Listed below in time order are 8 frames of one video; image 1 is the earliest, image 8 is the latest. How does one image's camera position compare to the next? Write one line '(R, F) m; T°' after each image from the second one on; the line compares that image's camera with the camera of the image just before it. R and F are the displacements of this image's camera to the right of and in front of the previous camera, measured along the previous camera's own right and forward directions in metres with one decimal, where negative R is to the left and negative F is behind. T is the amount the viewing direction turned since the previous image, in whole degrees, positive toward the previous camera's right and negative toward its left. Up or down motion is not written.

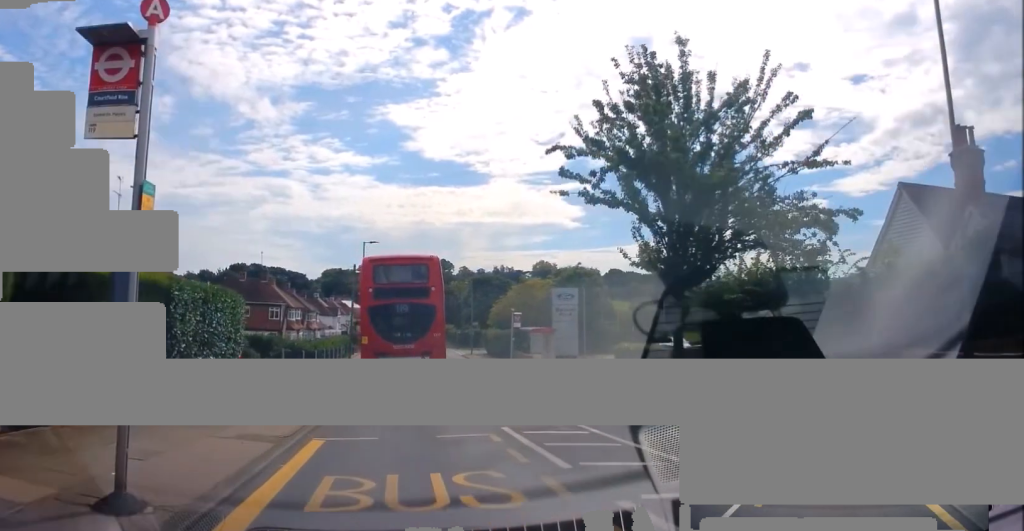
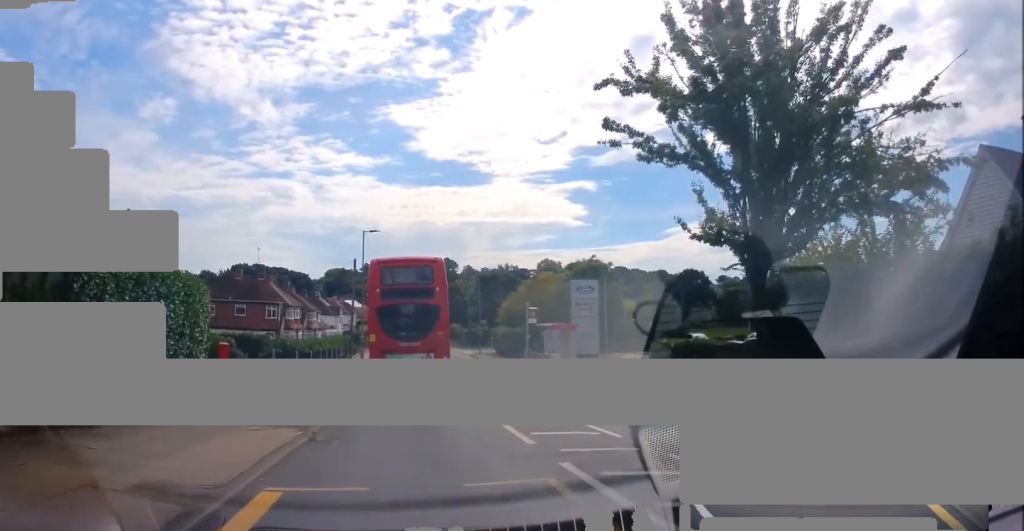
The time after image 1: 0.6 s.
(0.0, +3.8) m; 0°
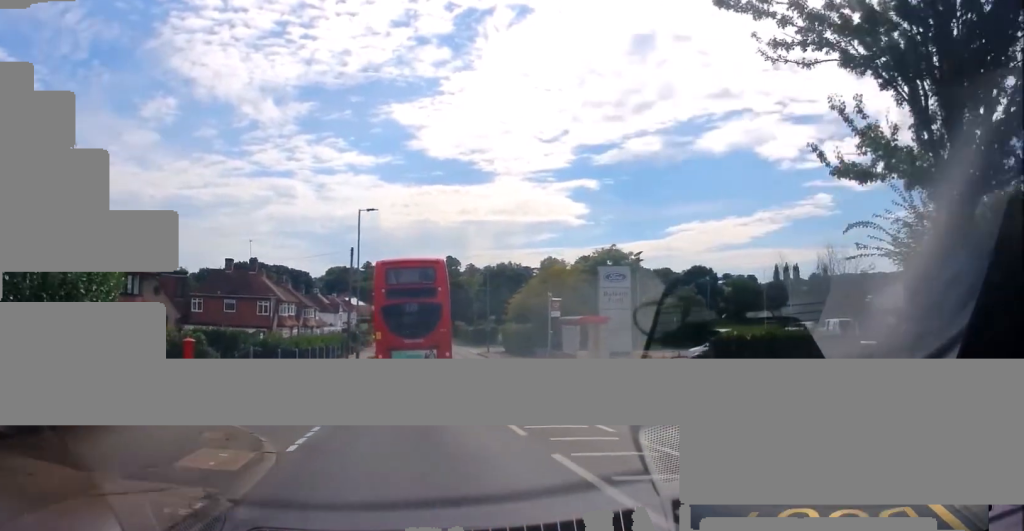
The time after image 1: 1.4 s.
(0.0, +5.1) m; 0°
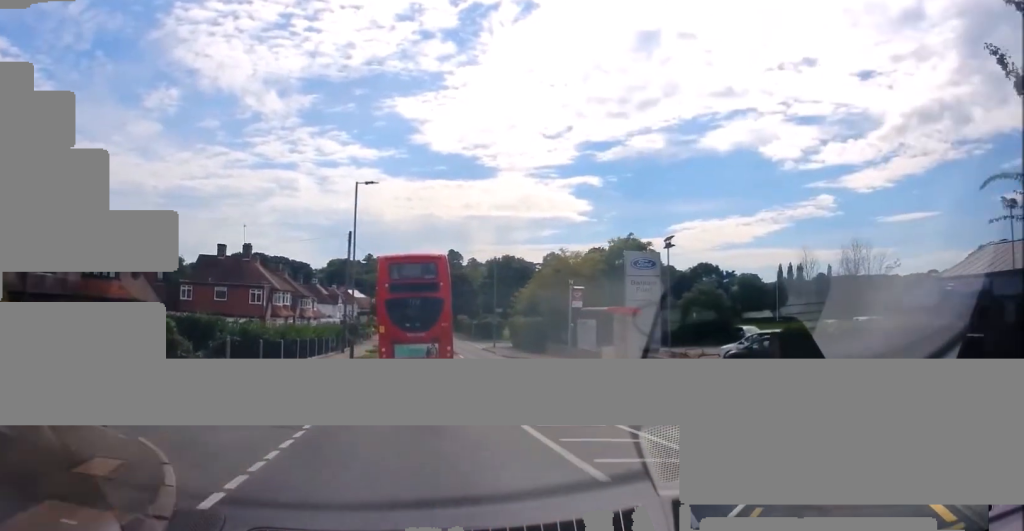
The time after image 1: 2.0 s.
(0.0, +3.8) m; 0°
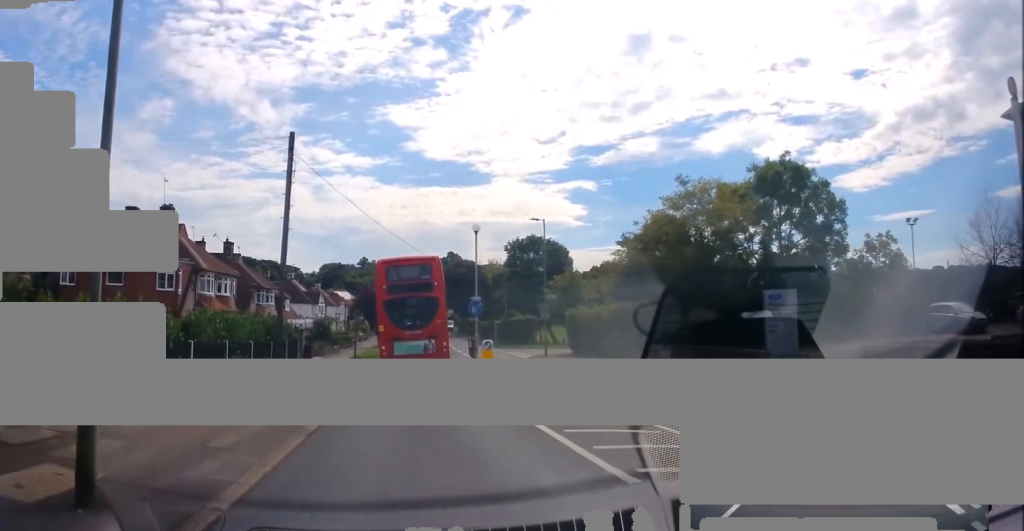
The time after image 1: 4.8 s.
(-0.3, +19.8) m; -2°
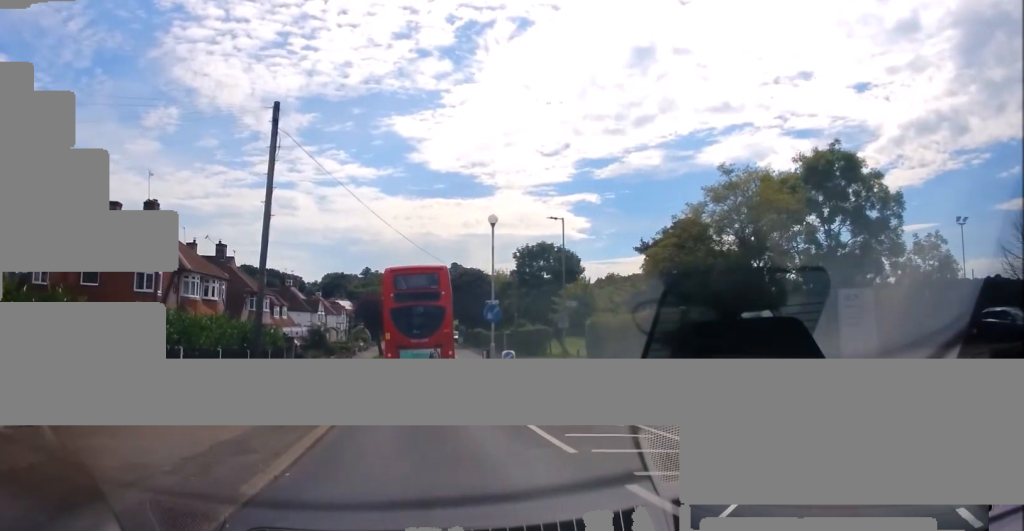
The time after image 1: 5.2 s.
(-0.2, +3.7) m; +1°
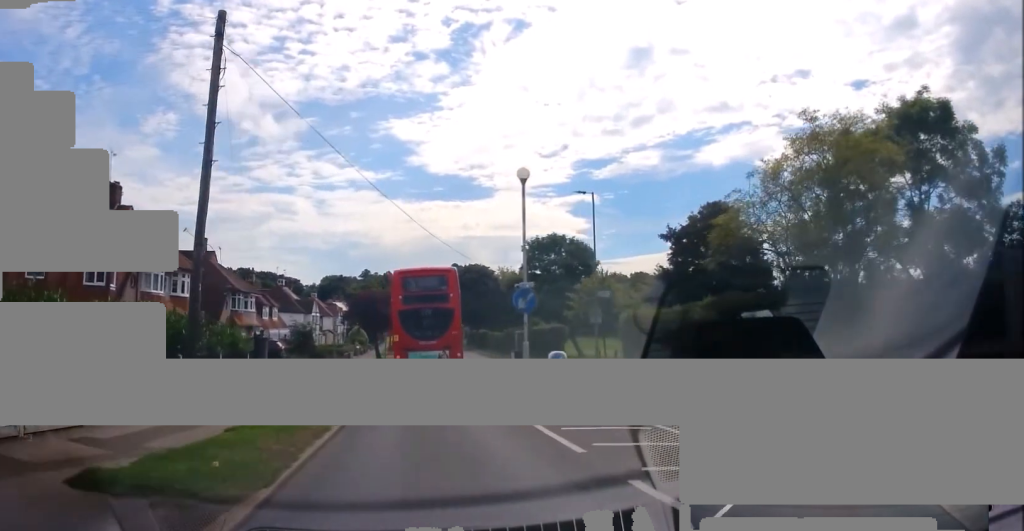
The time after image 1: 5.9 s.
(+0.3, +5.7) m; +1°
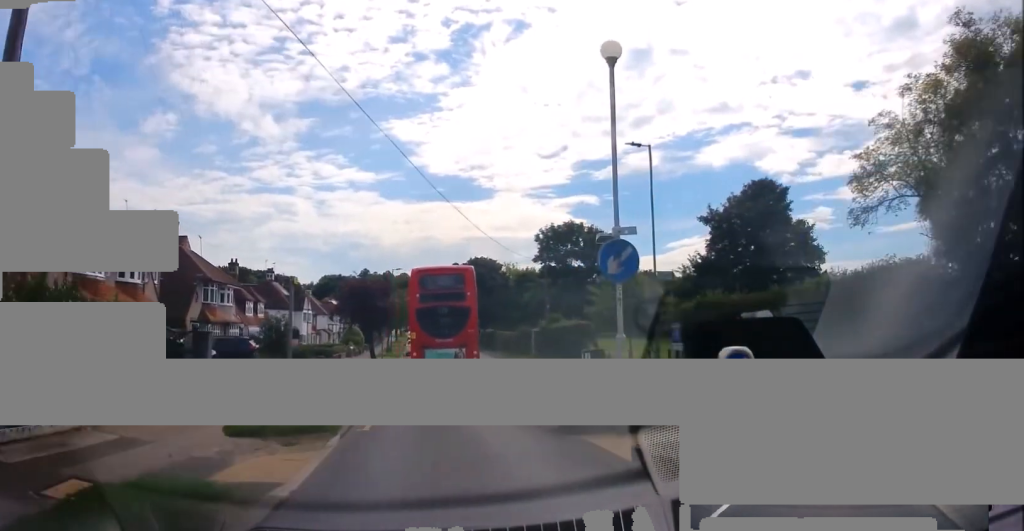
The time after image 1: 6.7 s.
(+0.1, +7.0) m; 0°
